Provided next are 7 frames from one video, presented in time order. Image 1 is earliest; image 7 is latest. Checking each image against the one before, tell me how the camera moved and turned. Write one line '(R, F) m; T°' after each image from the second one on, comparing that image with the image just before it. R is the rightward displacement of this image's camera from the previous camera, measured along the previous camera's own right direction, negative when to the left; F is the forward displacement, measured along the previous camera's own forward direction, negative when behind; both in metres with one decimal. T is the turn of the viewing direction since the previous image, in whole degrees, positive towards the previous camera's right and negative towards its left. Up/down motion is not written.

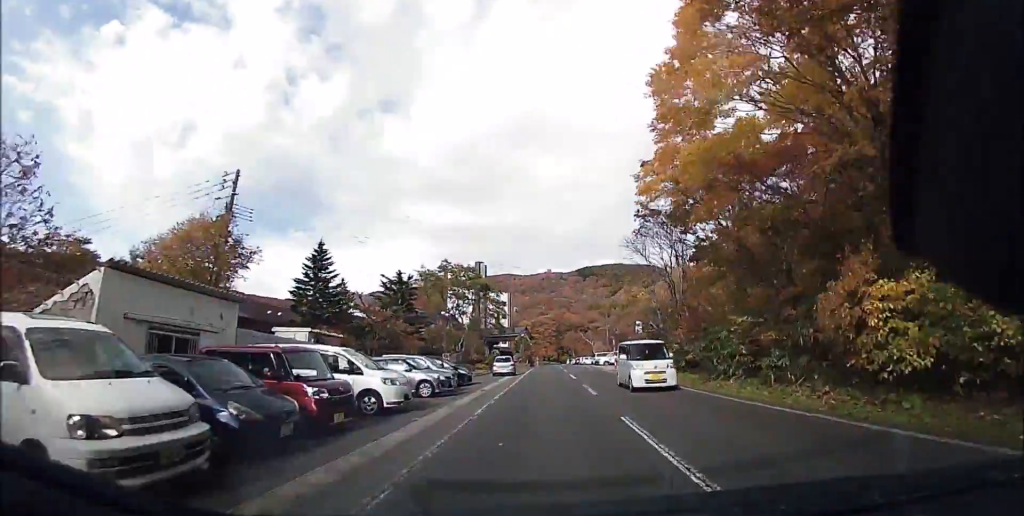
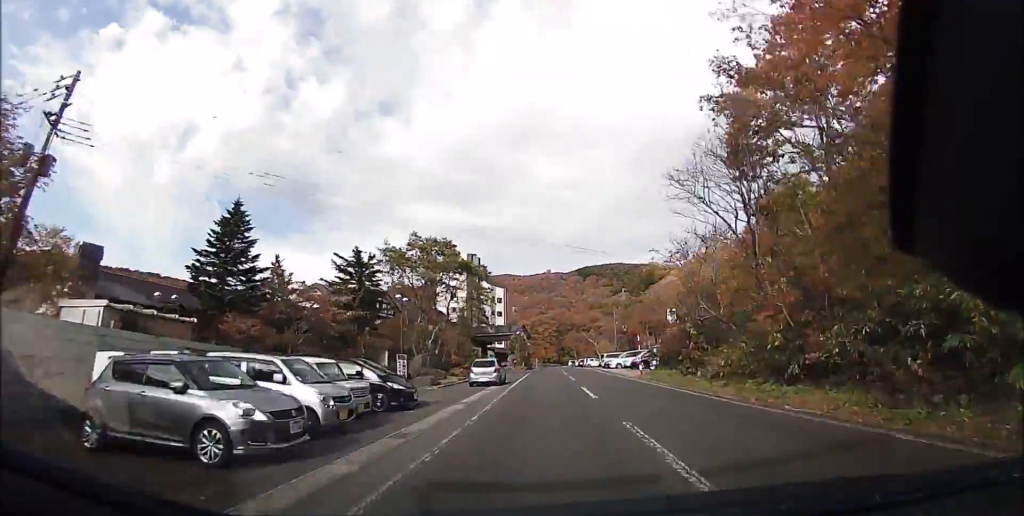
(-0.4, +11.1) m; -1°
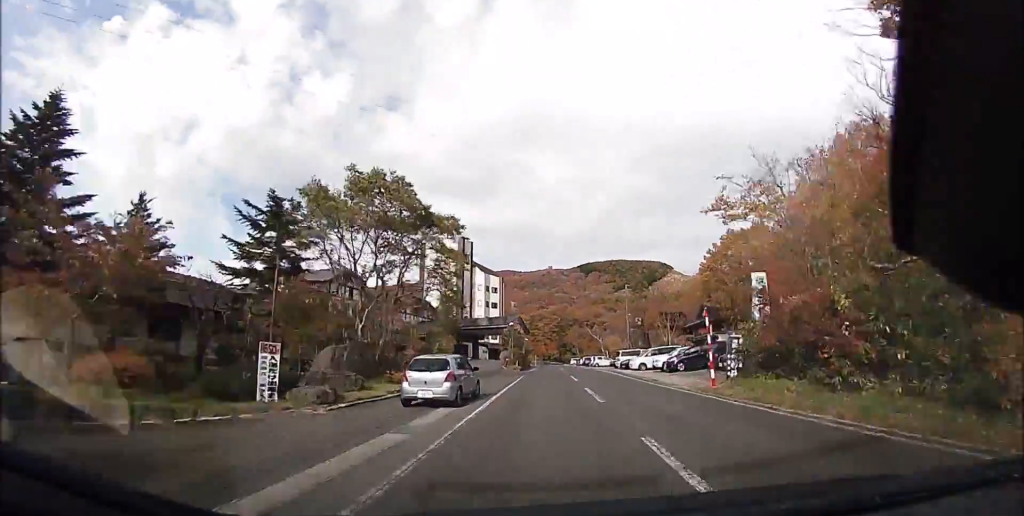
(-0.2, +11.8) m; -1°
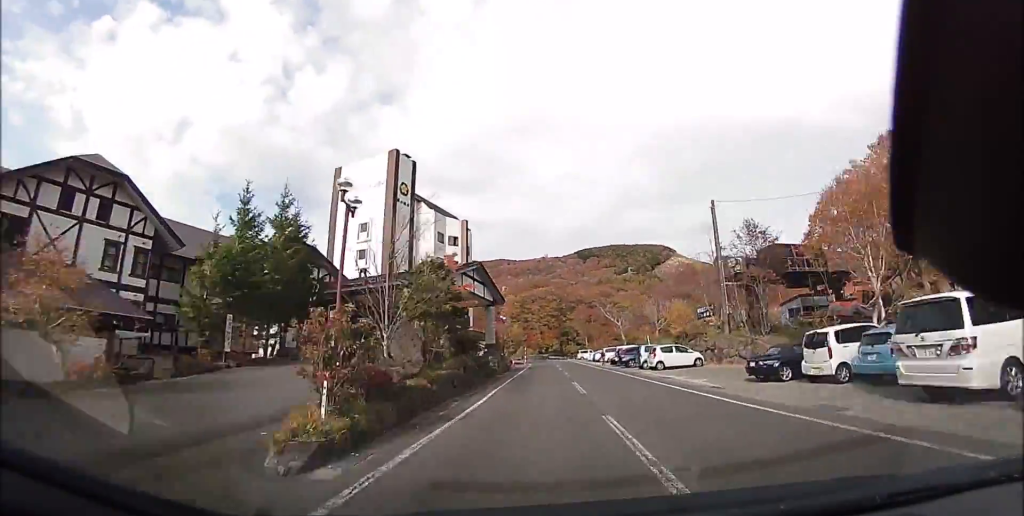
(+0.8, +37.1) m; +1°
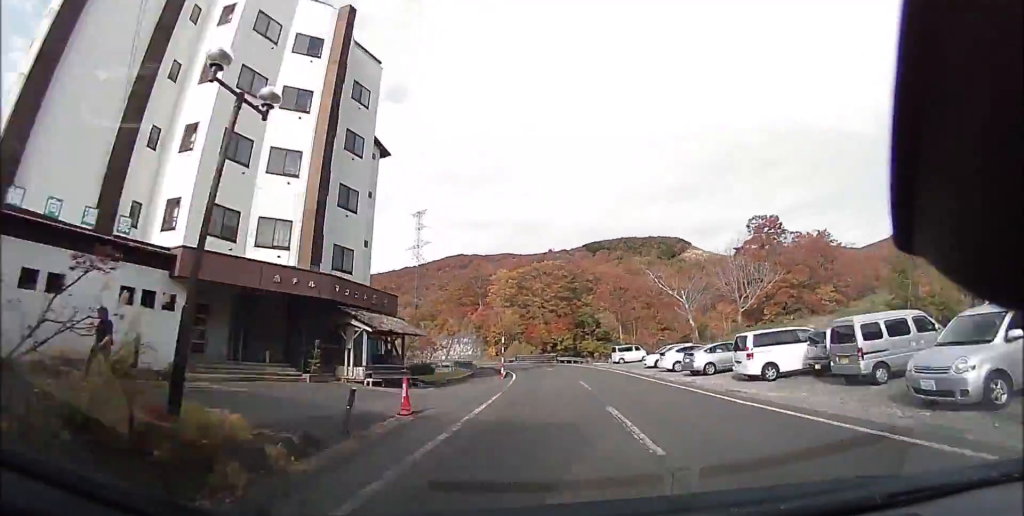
(-0.6, +39.4) m; -1°
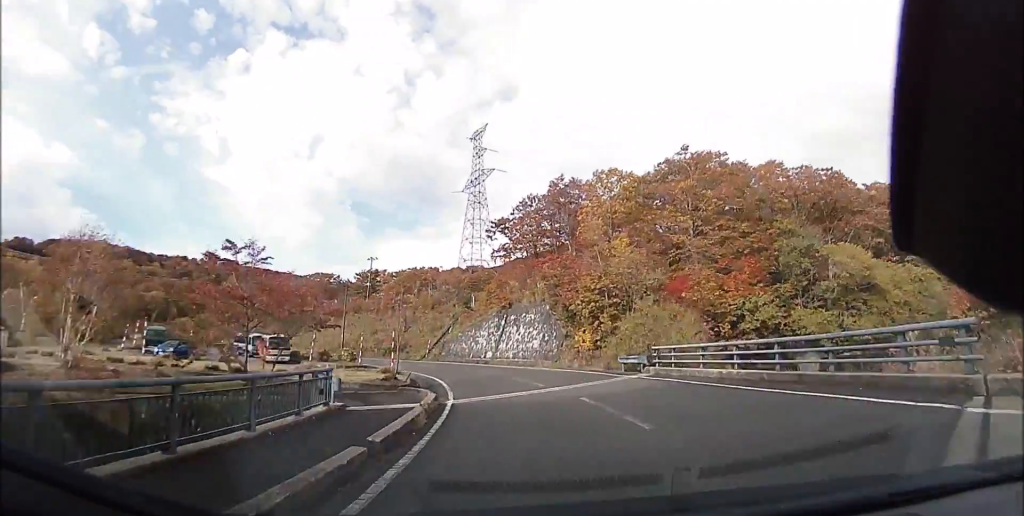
(-2.5, +48.1) m; -14°
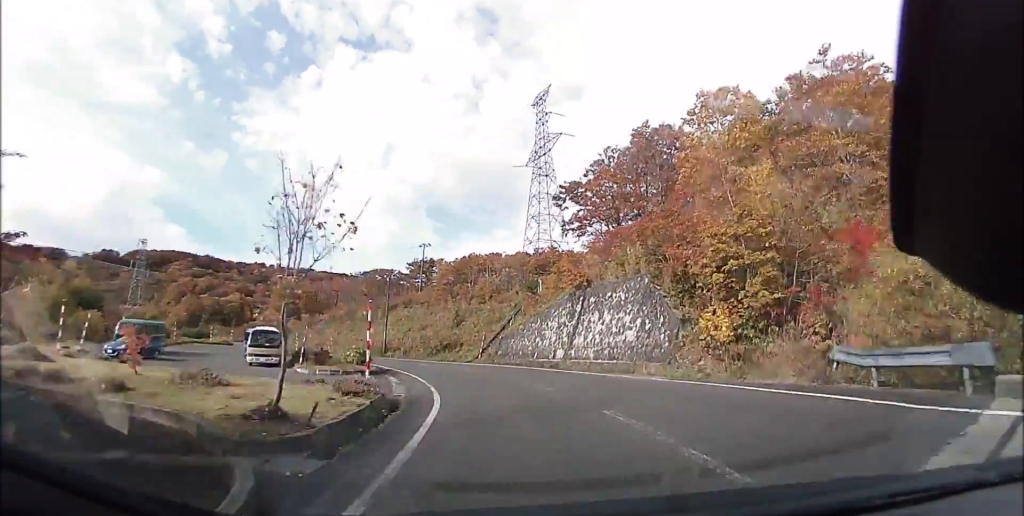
(-1.6, +13.1) m; -10°
